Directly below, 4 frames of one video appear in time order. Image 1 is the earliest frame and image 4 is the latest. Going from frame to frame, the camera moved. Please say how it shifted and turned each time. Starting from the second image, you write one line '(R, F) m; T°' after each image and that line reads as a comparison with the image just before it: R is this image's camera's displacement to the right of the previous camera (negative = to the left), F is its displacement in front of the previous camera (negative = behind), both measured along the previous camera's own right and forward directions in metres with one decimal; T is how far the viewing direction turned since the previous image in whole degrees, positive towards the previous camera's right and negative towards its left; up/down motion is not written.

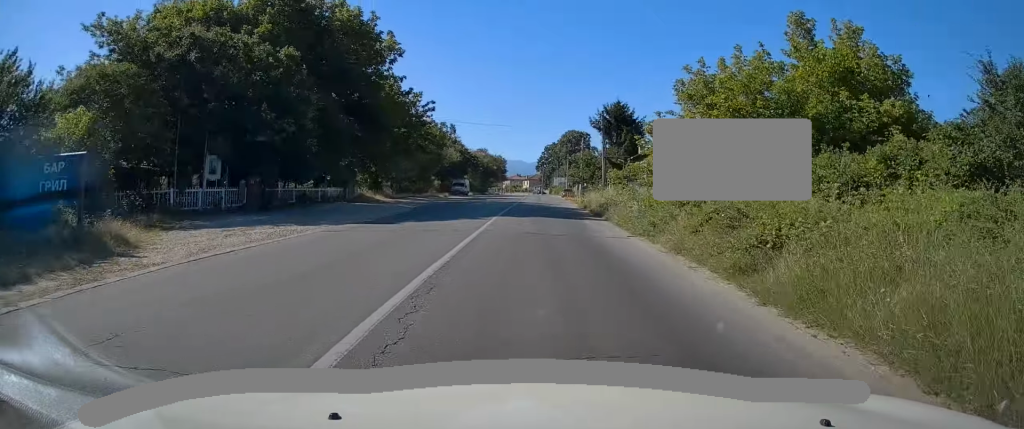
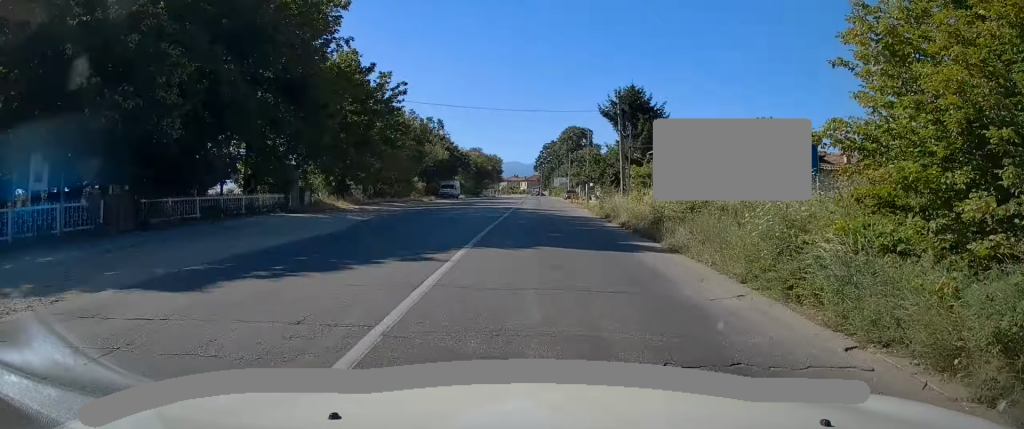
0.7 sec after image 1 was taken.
(0.0, +10.8) m; 0°
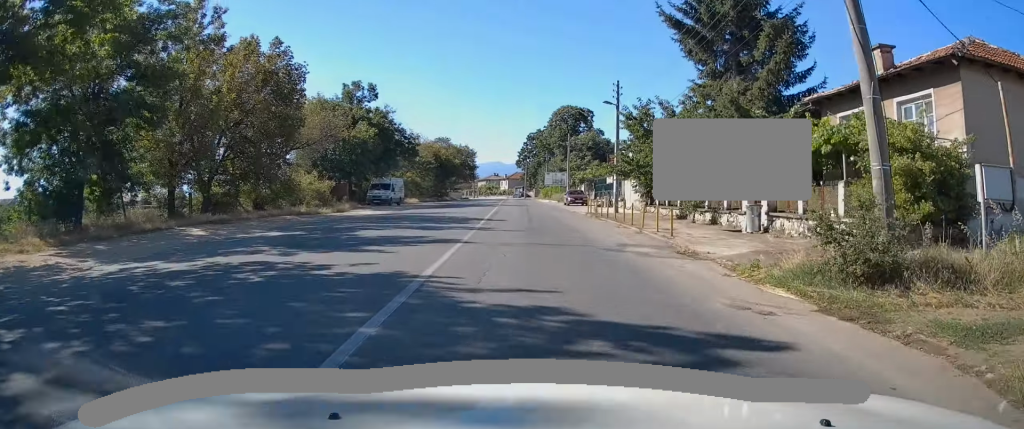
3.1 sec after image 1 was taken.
(+0.7, +30.2) m; +2°
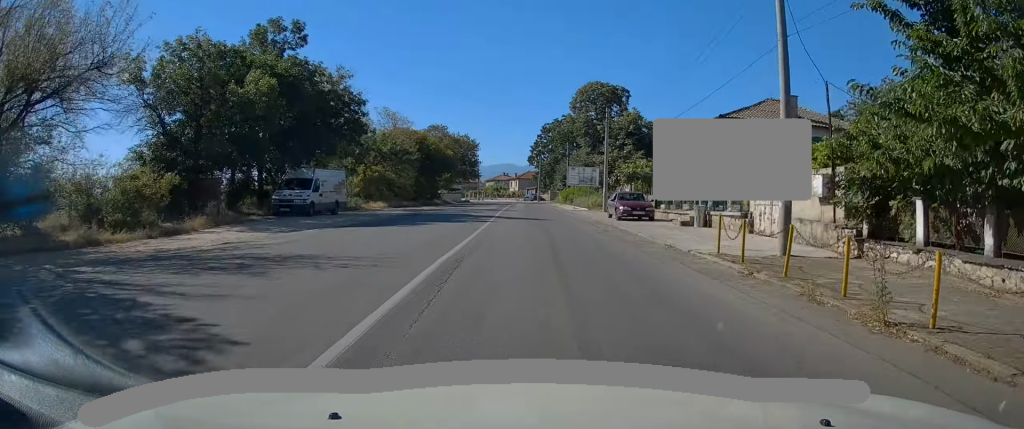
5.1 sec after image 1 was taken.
(0.0, +22.3) m; 0°
